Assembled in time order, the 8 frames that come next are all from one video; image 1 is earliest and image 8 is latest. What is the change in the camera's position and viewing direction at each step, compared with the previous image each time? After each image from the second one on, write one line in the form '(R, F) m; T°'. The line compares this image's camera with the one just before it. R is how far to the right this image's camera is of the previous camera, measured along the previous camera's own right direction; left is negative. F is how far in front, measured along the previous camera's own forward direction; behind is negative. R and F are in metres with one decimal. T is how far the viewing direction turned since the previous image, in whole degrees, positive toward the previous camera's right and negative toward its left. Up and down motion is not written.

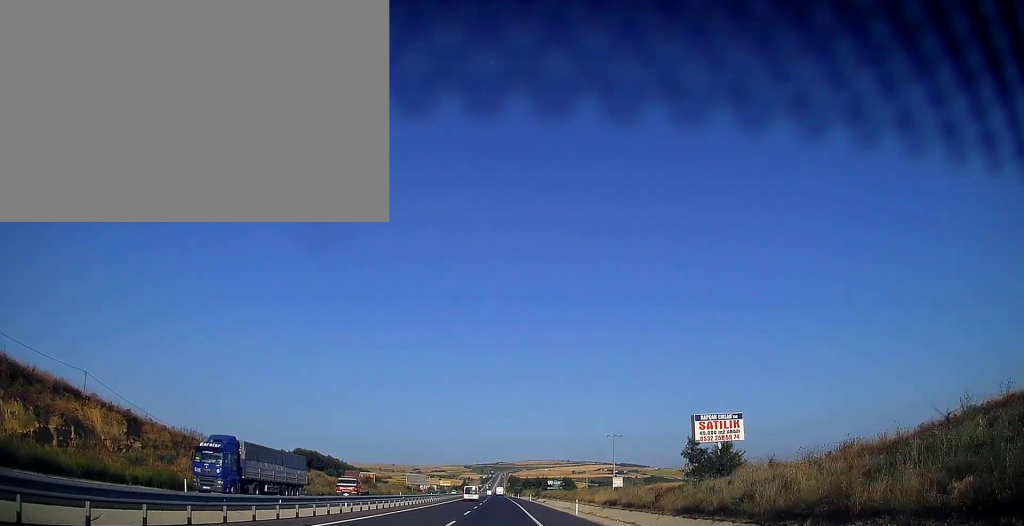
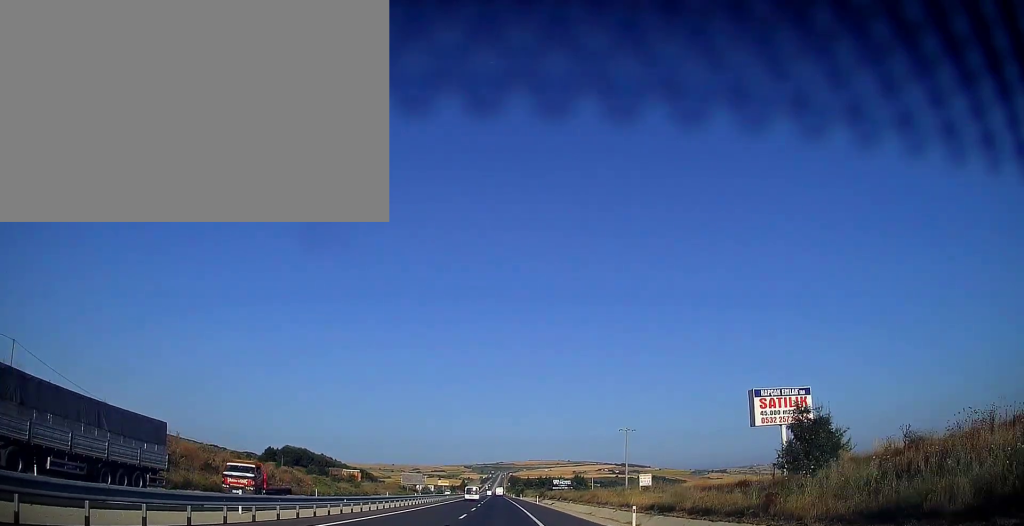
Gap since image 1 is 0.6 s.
(+0.1, +16.1) m; 0°
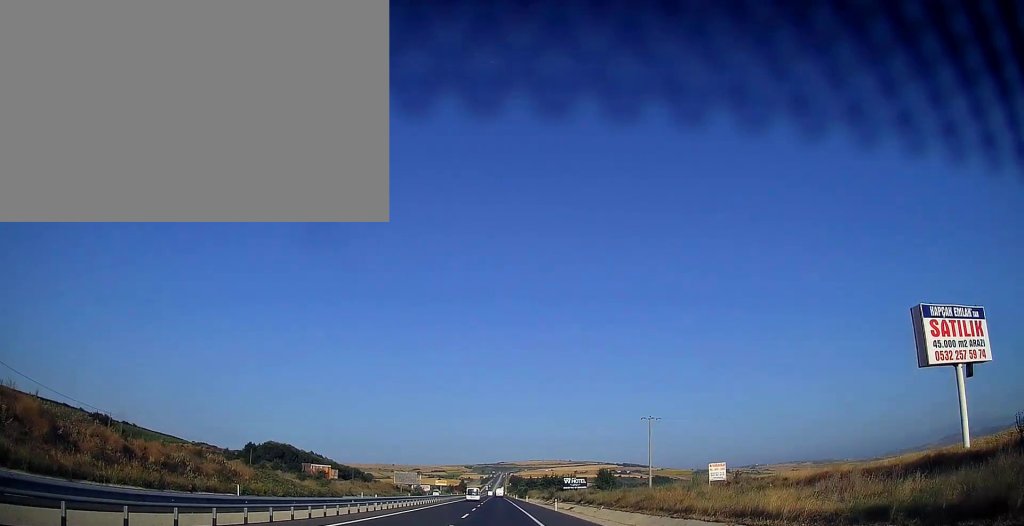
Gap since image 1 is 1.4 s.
(-0.1, +22.9) m; 0°
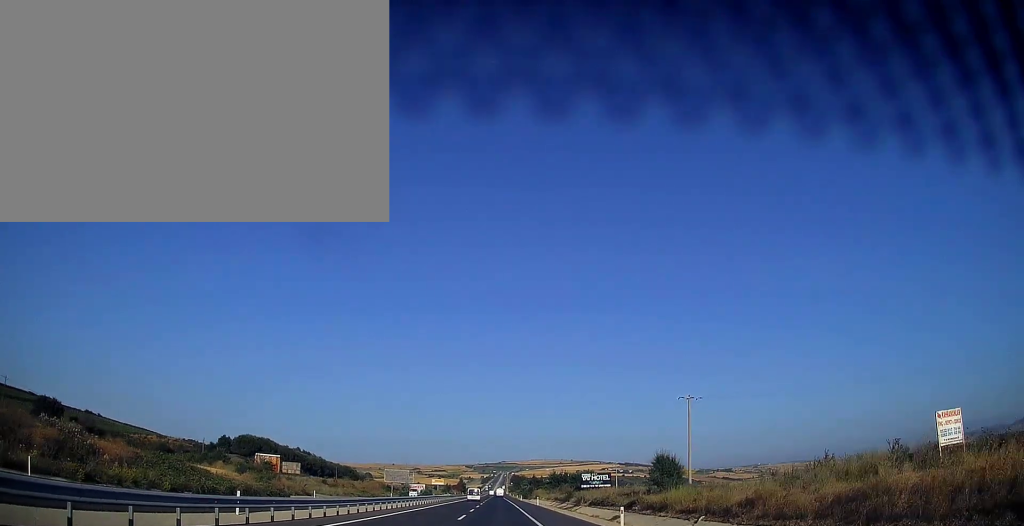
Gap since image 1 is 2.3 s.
(0.0, +25.9) m; 0°
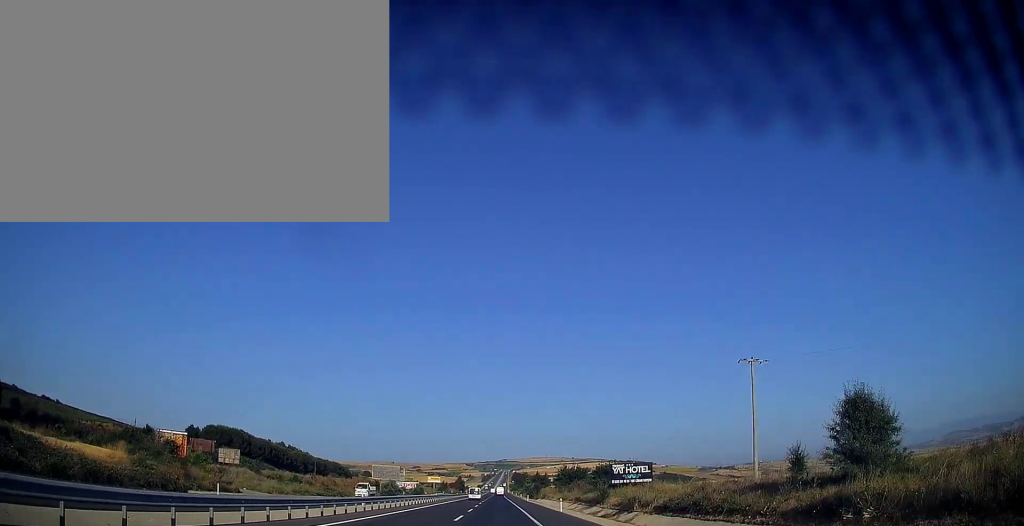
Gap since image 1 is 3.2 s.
(0.0, +26.2) m; 0°
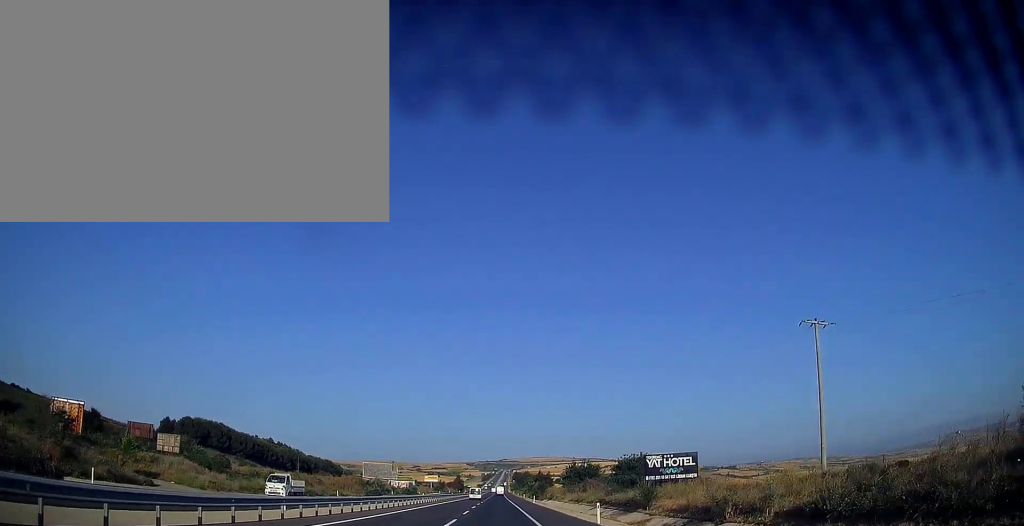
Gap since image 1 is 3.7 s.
(-0.1, +15.6) m; 0°
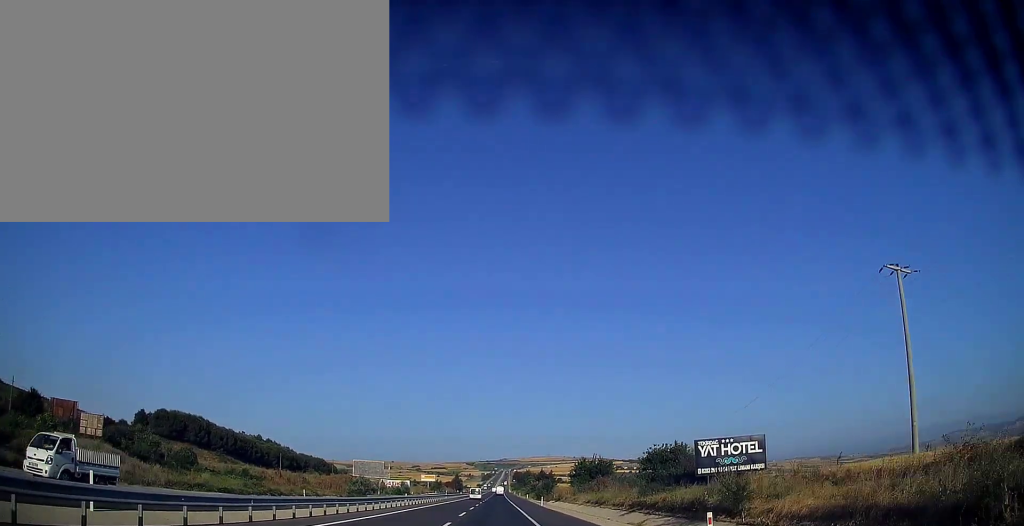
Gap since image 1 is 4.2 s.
(+0.1, +15.7) m; 0°
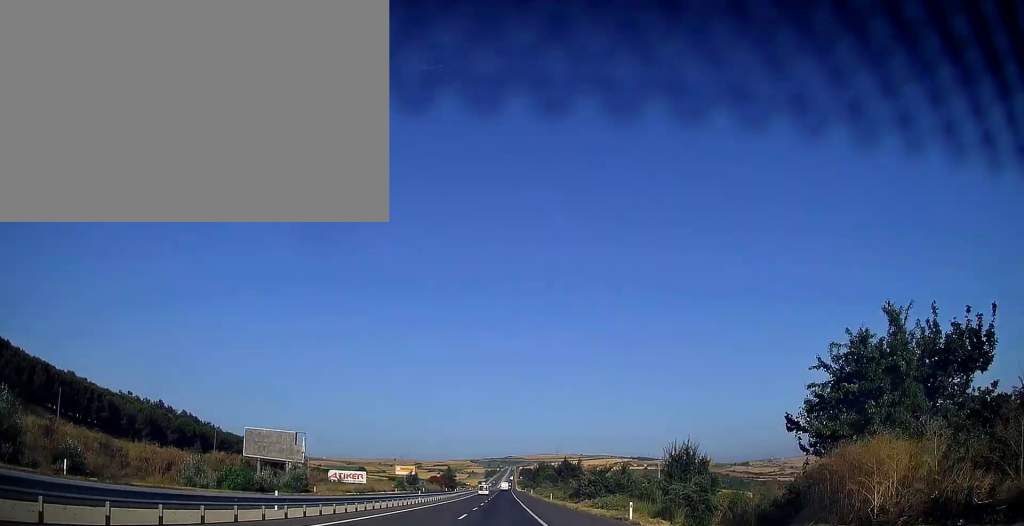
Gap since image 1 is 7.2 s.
(-0.2, +88.5) m; 0°
